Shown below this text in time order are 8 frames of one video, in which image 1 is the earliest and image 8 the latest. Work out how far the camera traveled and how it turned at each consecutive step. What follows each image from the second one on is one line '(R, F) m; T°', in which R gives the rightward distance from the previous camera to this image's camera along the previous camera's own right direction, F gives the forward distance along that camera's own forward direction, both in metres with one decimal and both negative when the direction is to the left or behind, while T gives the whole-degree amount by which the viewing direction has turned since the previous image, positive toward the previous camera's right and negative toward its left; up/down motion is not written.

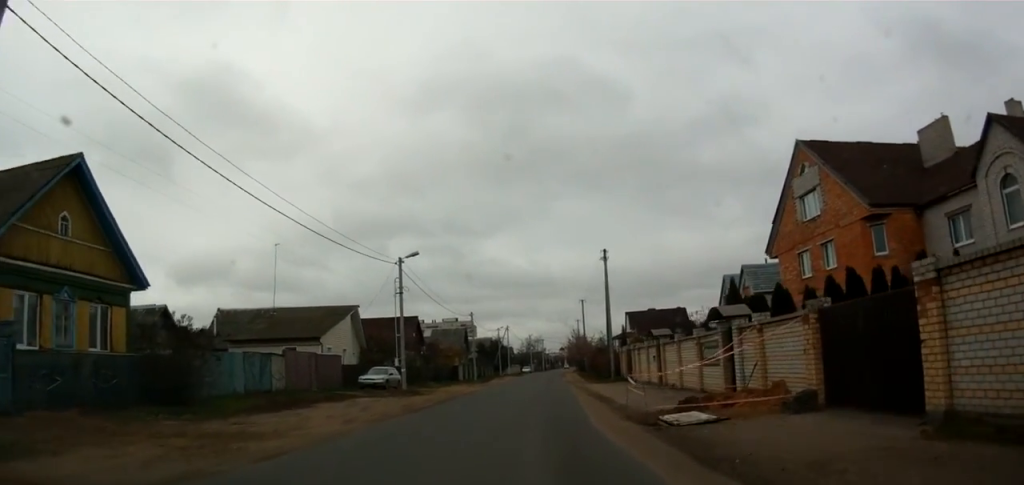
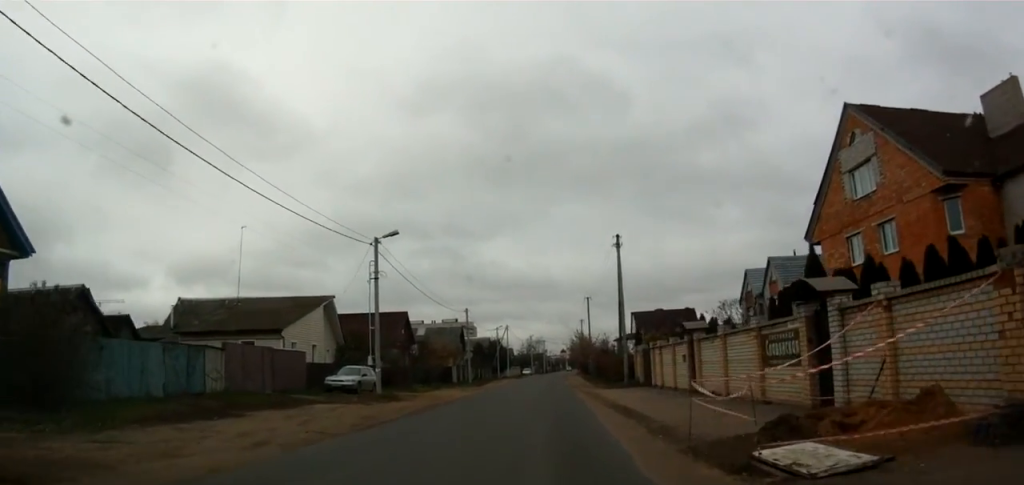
(0.0, +5.5) m; 0°
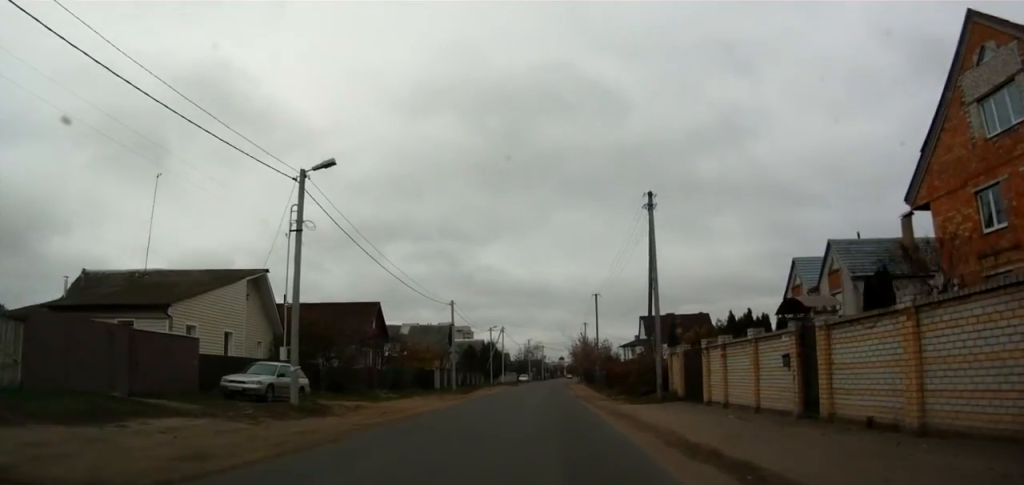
(0.0, +9.4) m; 0°
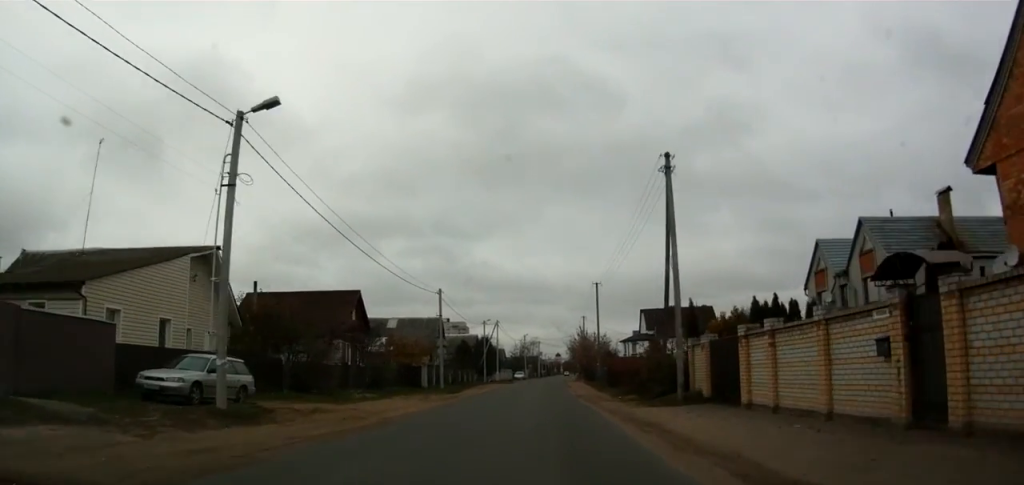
(0.0, +4.7) m; 0°
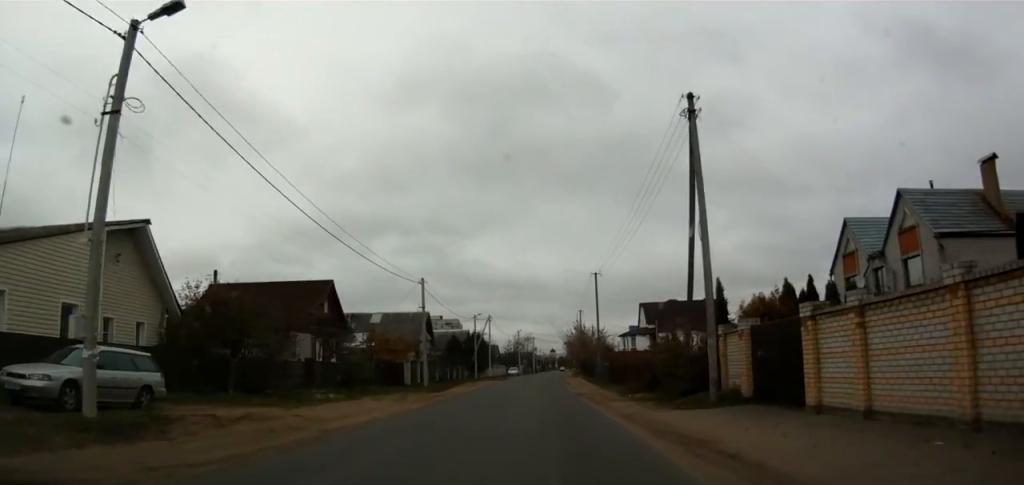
(0.0, +4.8) m; 0°
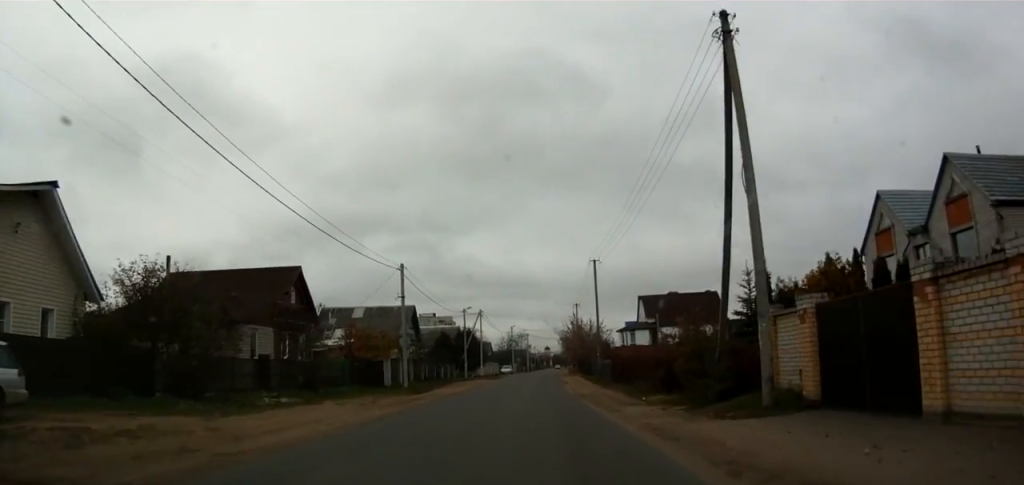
(0.0, +4.7) m; 0°
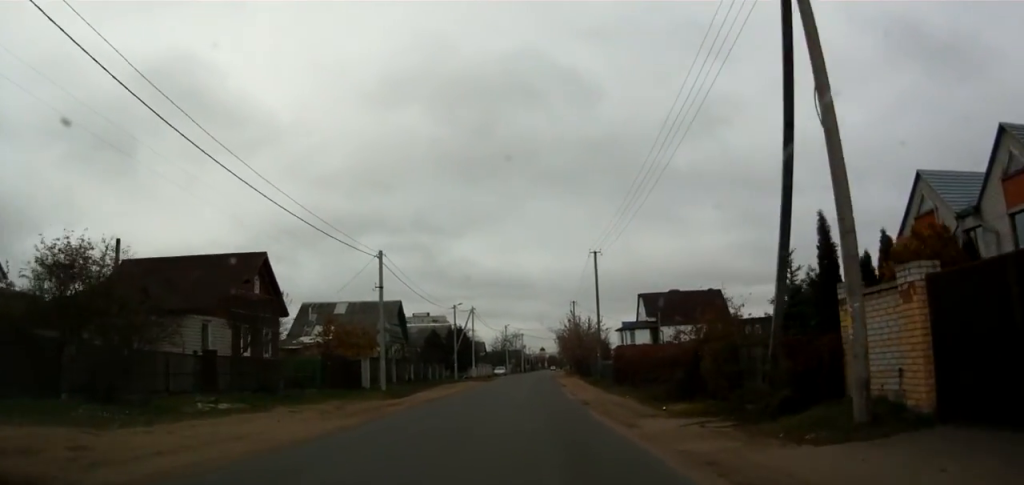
(0.0, +4.4) m; 0°
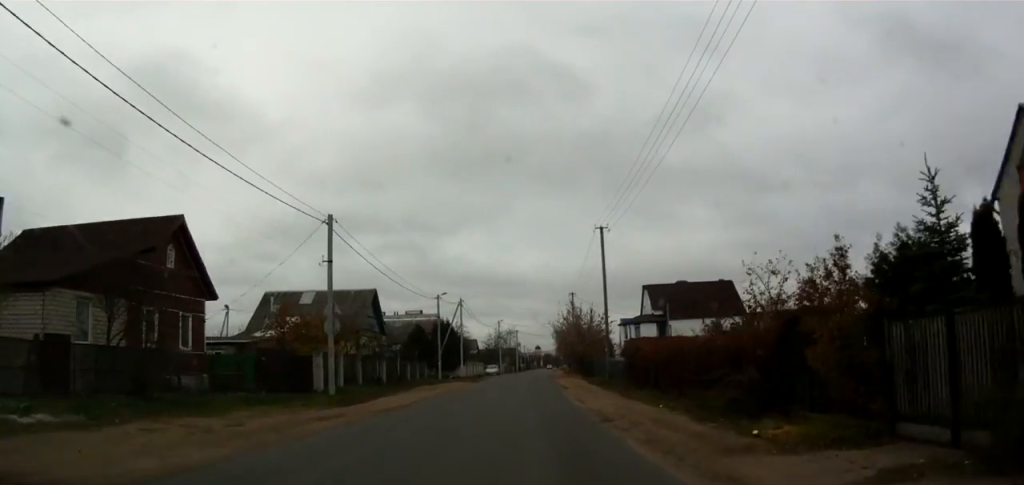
(-0.1, +7.8) m; +2°
